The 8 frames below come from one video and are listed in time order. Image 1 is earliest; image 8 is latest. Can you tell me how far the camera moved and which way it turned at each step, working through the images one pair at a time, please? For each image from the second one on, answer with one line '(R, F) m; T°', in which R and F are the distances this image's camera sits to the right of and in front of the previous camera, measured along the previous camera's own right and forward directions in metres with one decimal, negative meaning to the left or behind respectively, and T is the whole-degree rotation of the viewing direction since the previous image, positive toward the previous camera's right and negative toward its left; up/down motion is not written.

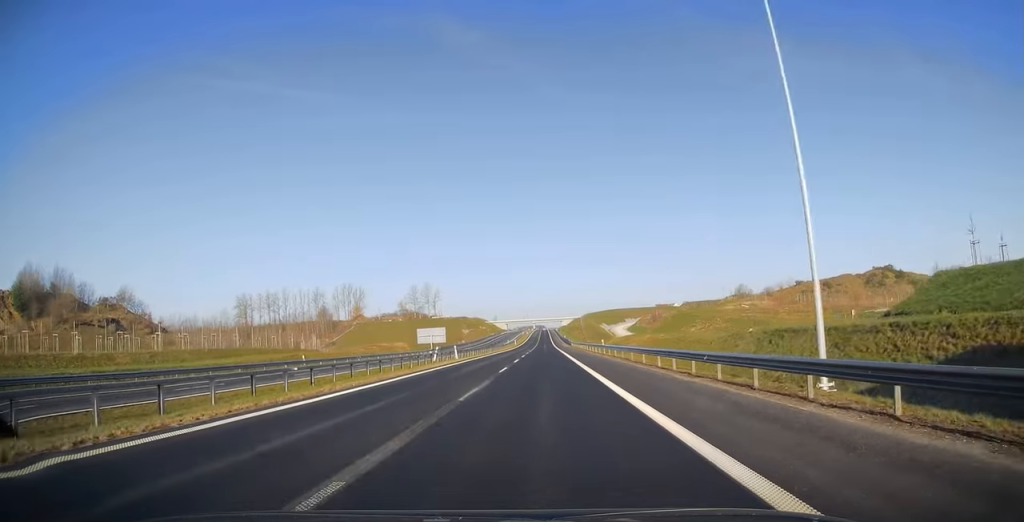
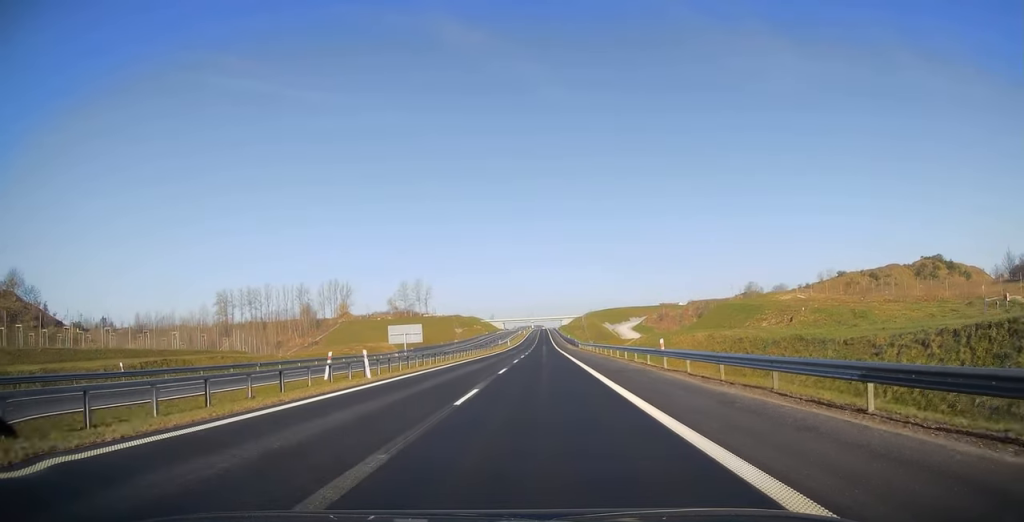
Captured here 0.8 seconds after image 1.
(0.0, +25.0) m; 0°
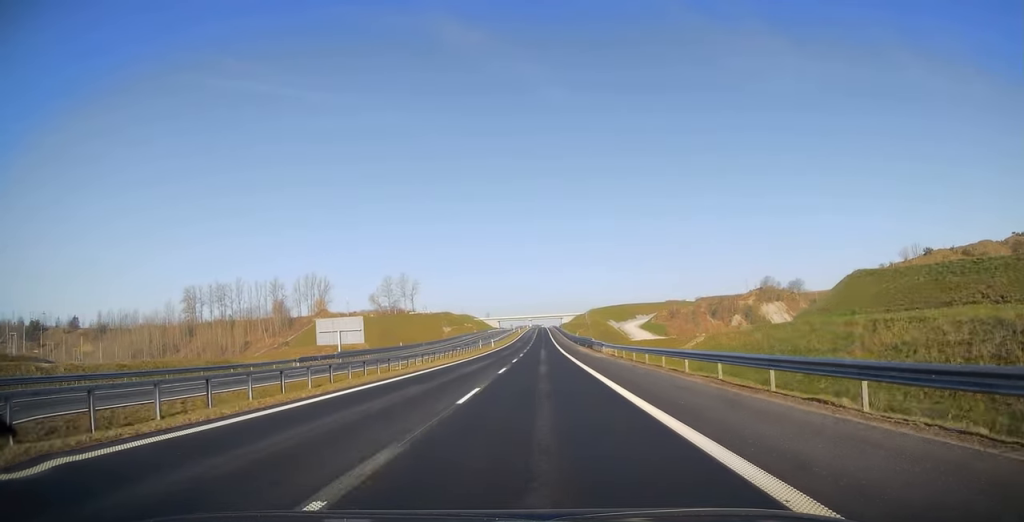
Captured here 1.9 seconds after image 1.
(+0.2, +35.7) m; 0°
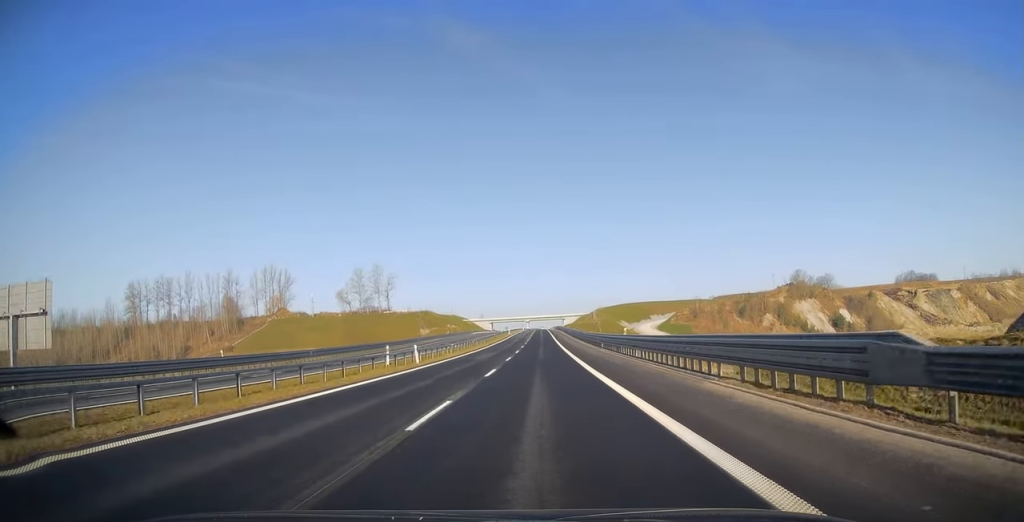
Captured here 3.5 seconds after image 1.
(+0.1, +52.2) m; 0°
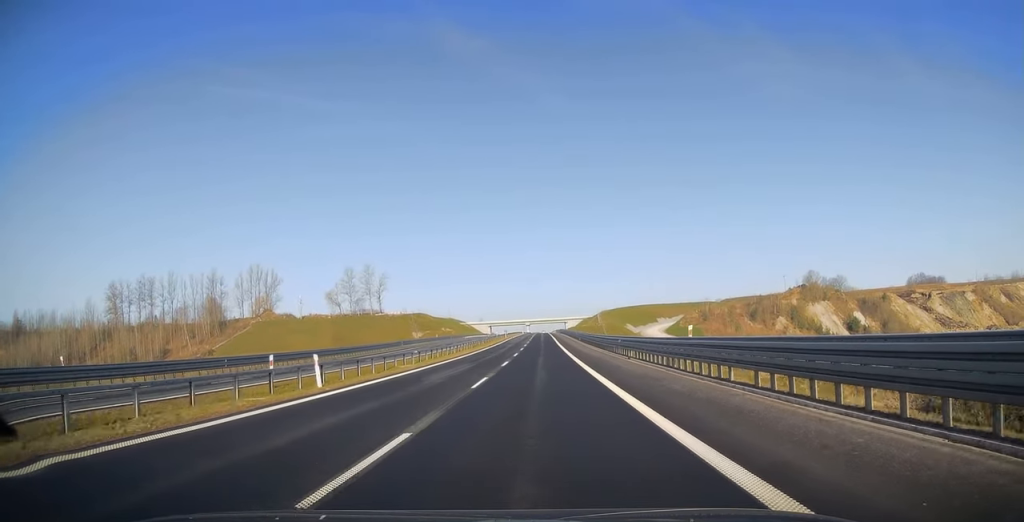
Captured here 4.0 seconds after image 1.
(-0.2, +15.9) m; 0°
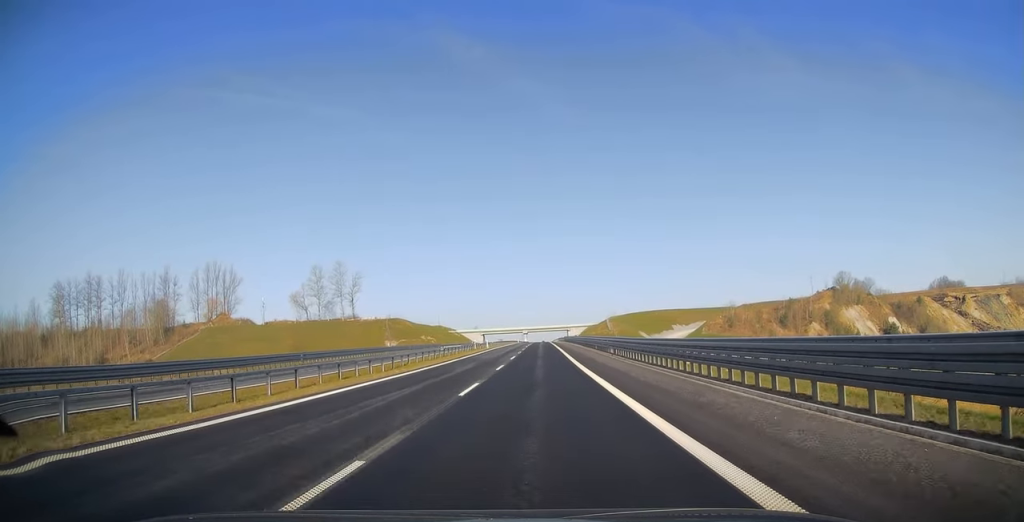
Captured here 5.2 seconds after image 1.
(-0.2, +38.1) m; 0°
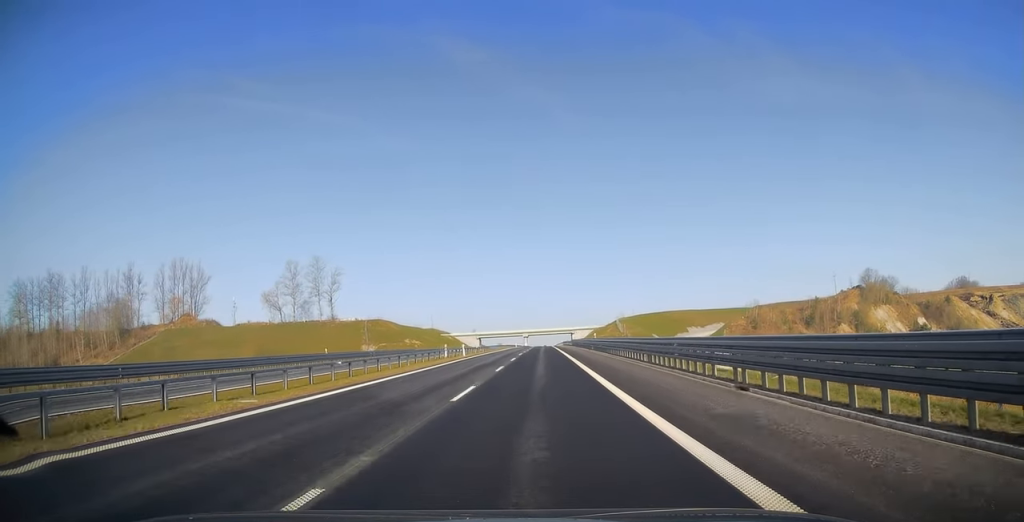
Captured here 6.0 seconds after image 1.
(+0.2, +25.2) m; 0°
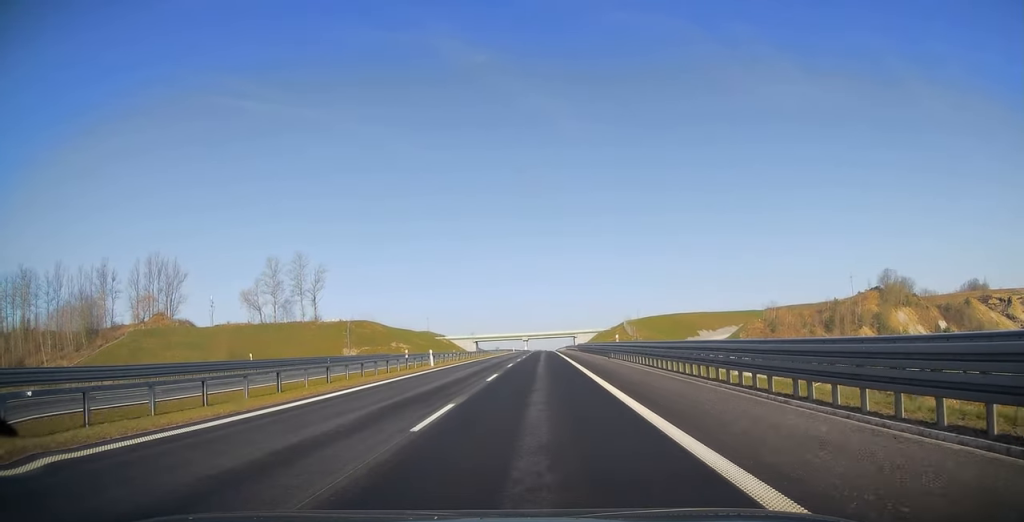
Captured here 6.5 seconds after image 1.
(+0.2, +16.3) m; 0°
